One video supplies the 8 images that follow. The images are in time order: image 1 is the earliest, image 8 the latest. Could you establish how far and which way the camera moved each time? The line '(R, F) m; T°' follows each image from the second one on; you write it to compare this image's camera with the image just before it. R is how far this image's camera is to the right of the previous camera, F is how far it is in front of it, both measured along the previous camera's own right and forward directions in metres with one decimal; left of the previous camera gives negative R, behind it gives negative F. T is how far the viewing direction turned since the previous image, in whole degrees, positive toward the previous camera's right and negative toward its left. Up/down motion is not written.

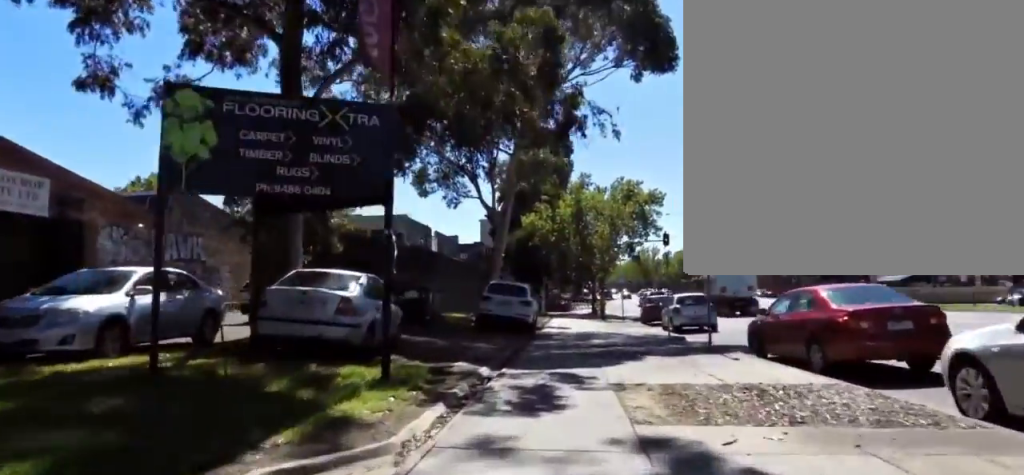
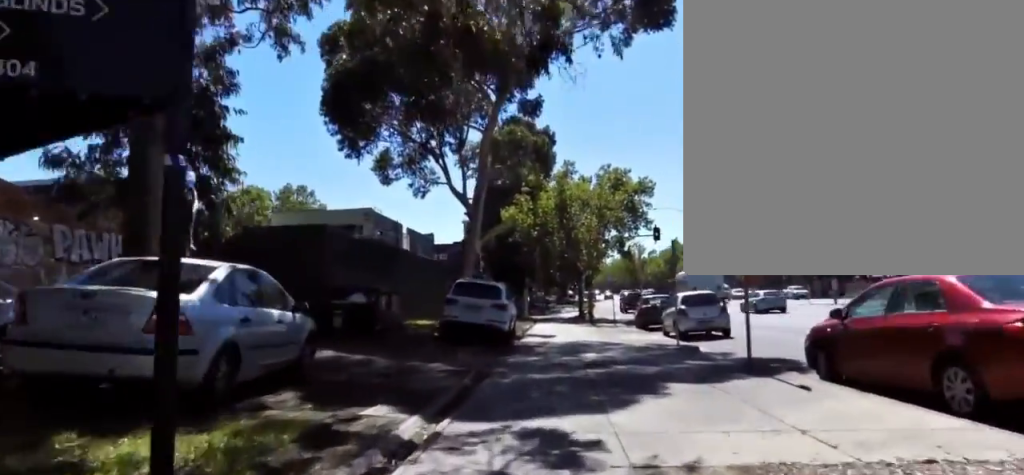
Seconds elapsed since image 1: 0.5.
(-0.2, +3.7) m; -2°
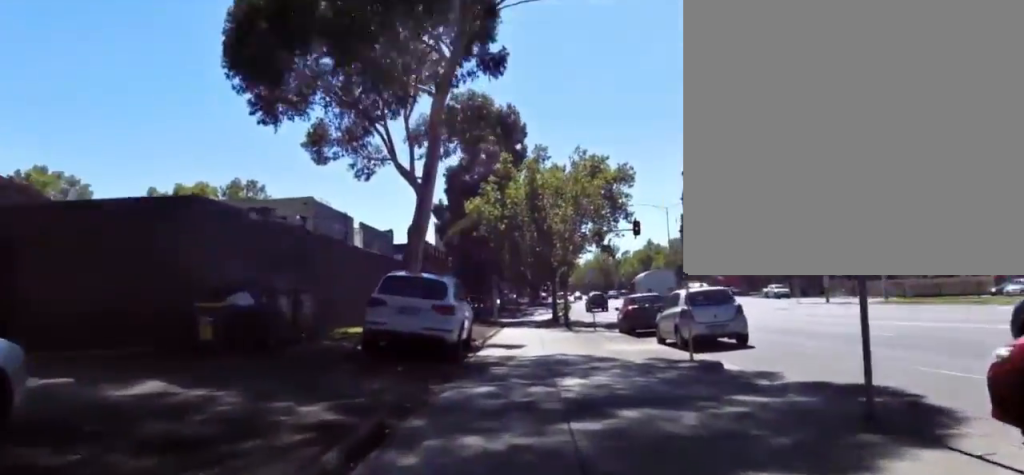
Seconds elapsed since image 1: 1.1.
(-0.7, +4.5) m; 0°
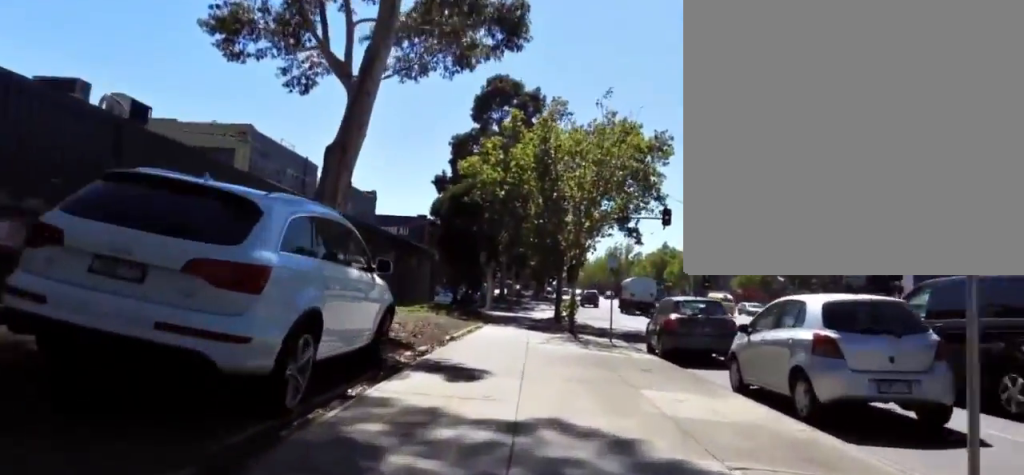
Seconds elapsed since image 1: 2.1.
(+1.0, +7.5) m; 0°
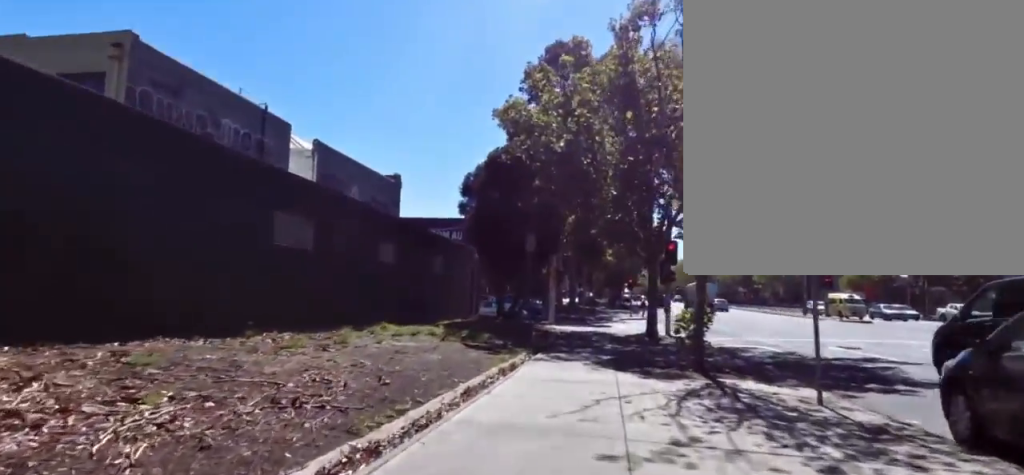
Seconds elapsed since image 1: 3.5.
(-1.5, +9.8) m; -10°
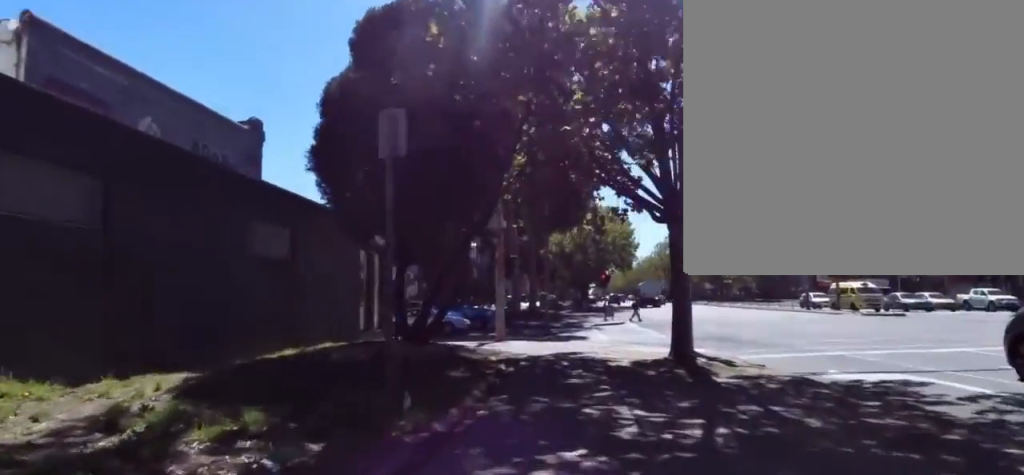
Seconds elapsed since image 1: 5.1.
(0.0, +9.7) m; 0°
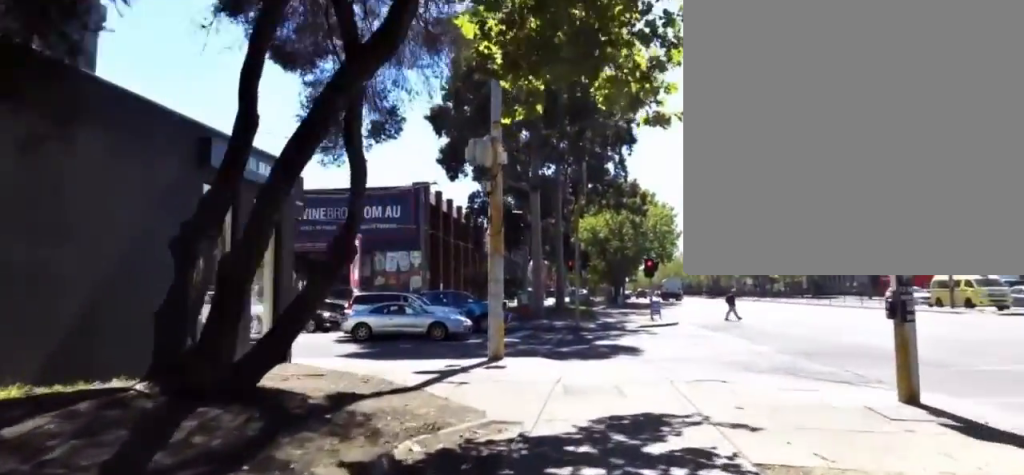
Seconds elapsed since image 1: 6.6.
(0.0, +7.8) m; 0°
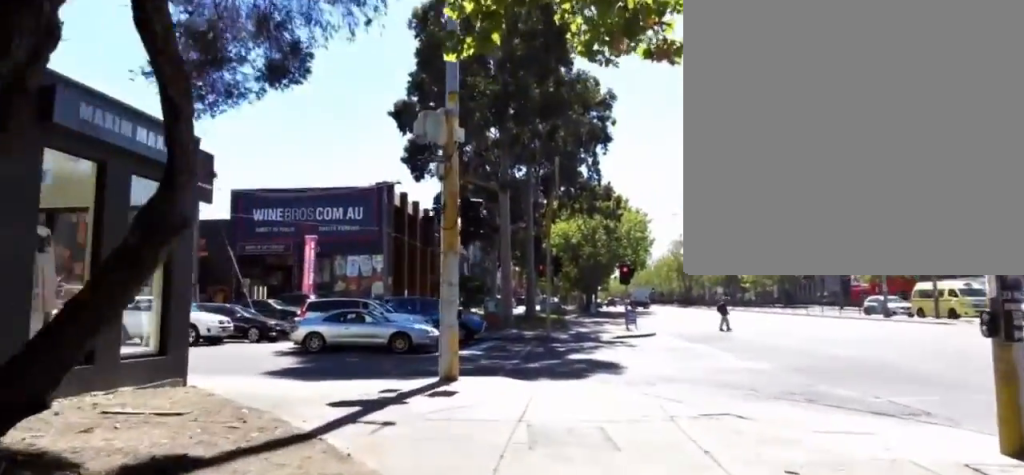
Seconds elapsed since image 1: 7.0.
(0.0, +1.9) m; 0°
